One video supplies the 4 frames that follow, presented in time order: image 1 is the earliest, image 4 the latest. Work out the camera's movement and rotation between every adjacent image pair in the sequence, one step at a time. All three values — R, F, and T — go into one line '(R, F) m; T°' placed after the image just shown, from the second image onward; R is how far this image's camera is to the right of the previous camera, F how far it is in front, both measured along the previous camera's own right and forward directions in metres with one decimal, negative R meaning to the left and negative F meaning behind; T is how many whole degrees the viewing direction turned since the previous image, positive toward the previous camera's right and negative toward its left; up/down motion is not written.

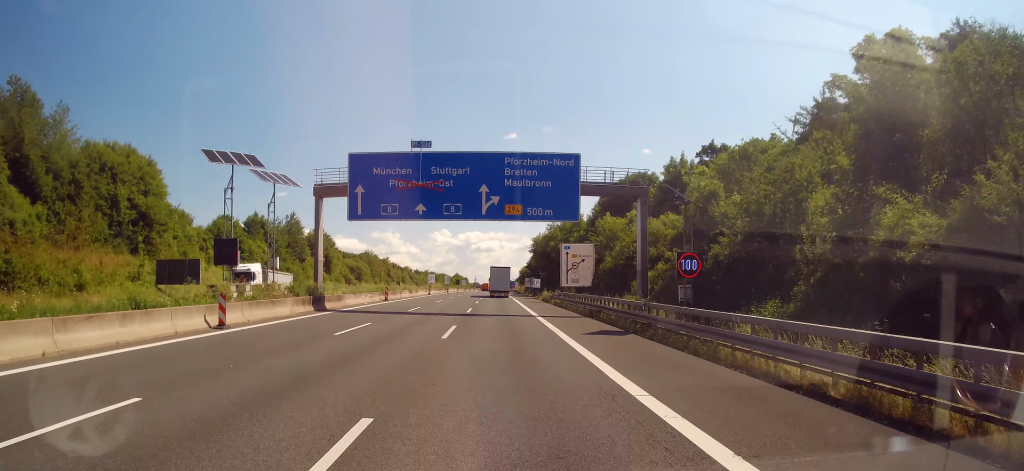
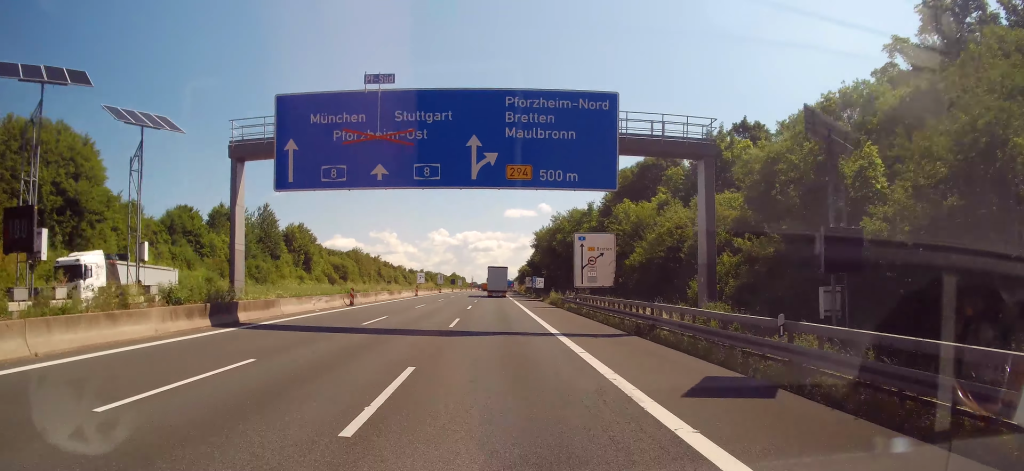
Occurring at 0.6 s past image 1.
(+0.1, +13.4) m; 0°
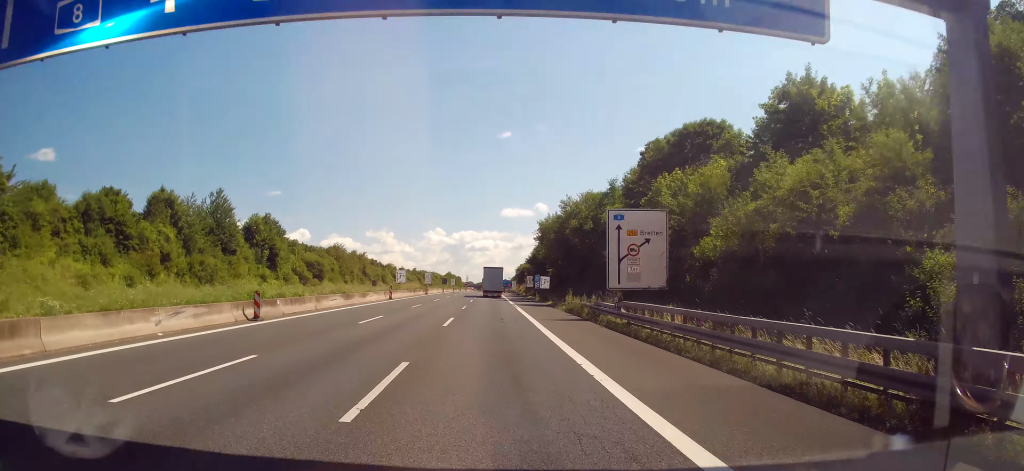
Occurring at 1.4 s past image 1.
(+0.1, +16.1) m; 0°
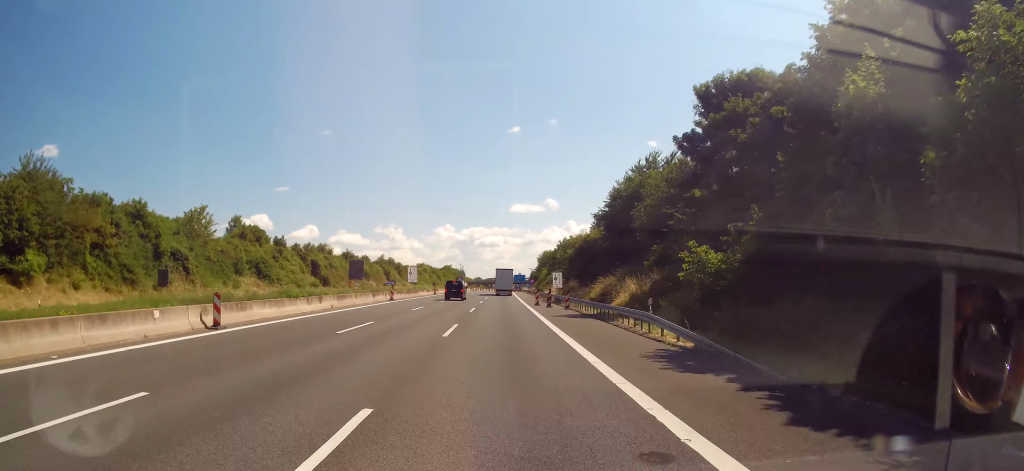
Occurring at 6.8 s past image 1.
(-2.0, +111.5) m; -1°
